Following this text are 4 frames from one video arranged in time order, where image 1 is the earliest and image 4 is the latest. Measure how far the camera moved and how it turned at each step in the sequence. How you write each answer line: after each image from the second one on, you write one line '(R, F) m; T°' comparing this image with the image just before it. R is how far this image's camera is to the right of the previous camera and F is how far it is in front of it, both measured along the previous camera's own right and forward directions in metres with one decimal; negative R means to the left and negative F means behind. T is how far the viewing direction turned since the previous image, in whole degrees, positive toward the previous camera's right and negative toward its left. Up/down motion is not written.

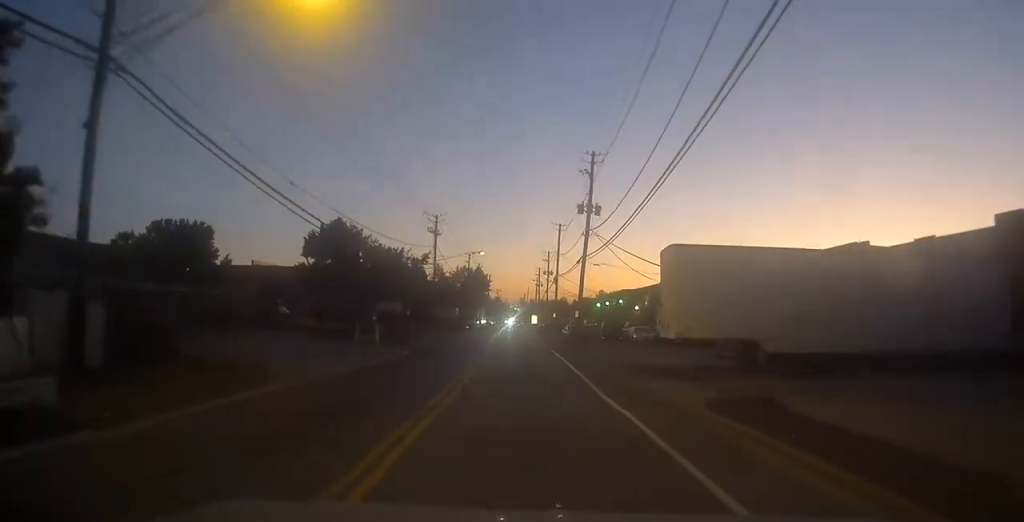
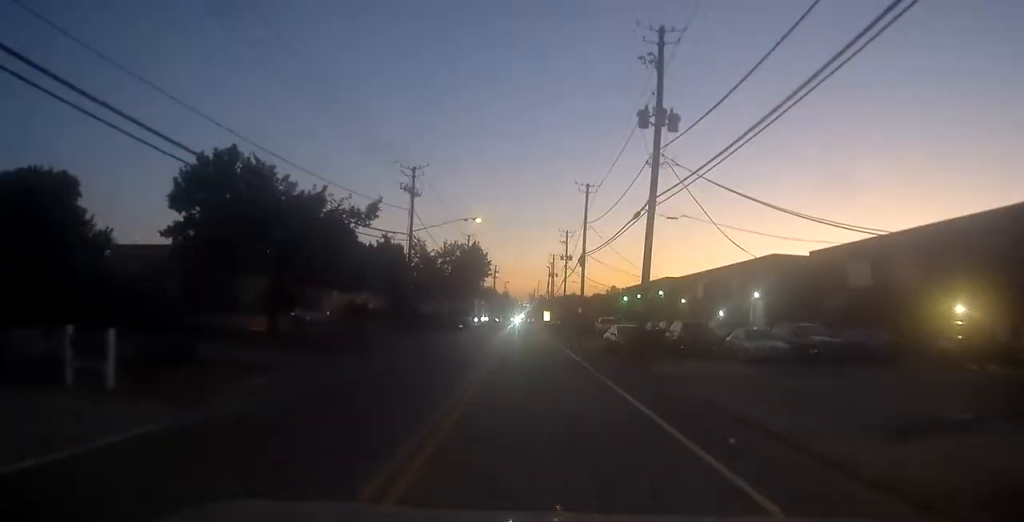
(-0.2, +21.2) m; -1°
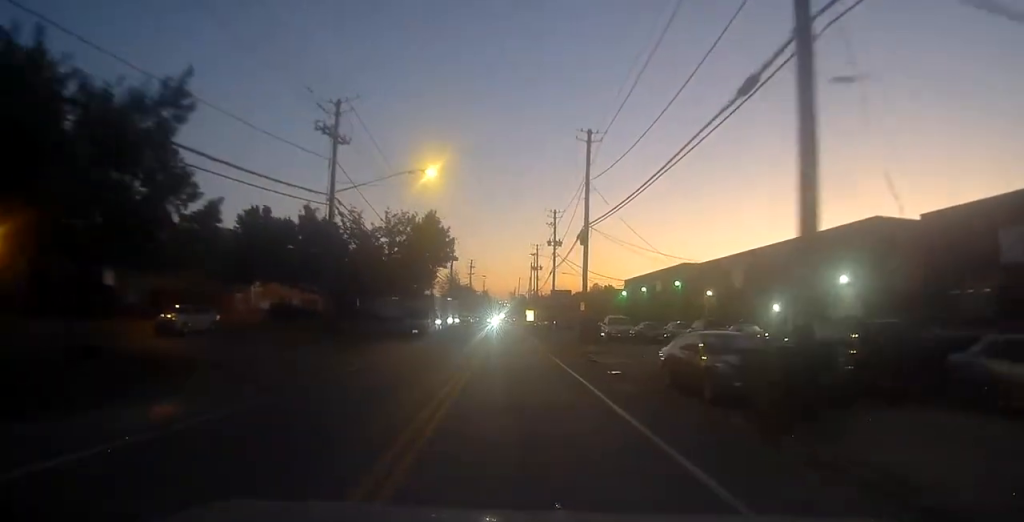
(0.0, +17.2) m; 0°
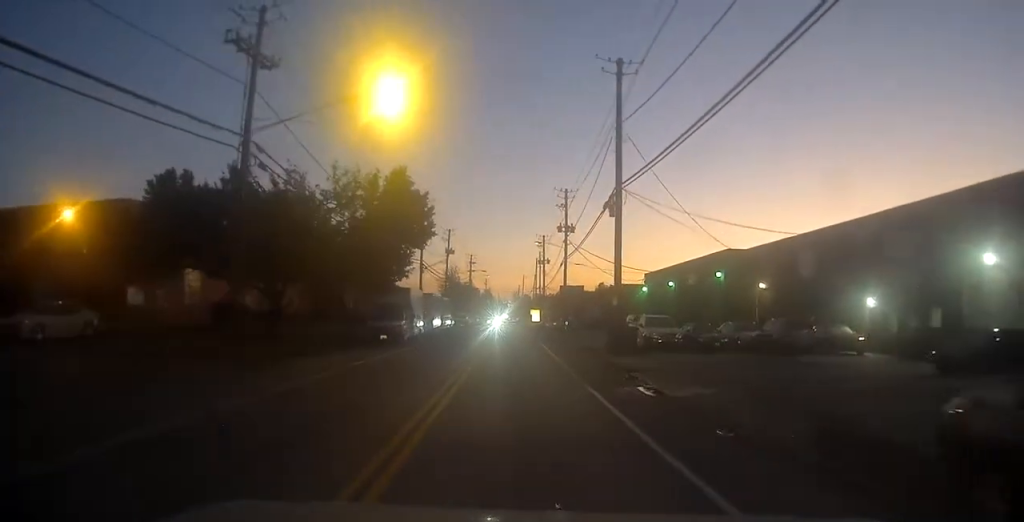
(+0.1, +11.5) m; 0°
